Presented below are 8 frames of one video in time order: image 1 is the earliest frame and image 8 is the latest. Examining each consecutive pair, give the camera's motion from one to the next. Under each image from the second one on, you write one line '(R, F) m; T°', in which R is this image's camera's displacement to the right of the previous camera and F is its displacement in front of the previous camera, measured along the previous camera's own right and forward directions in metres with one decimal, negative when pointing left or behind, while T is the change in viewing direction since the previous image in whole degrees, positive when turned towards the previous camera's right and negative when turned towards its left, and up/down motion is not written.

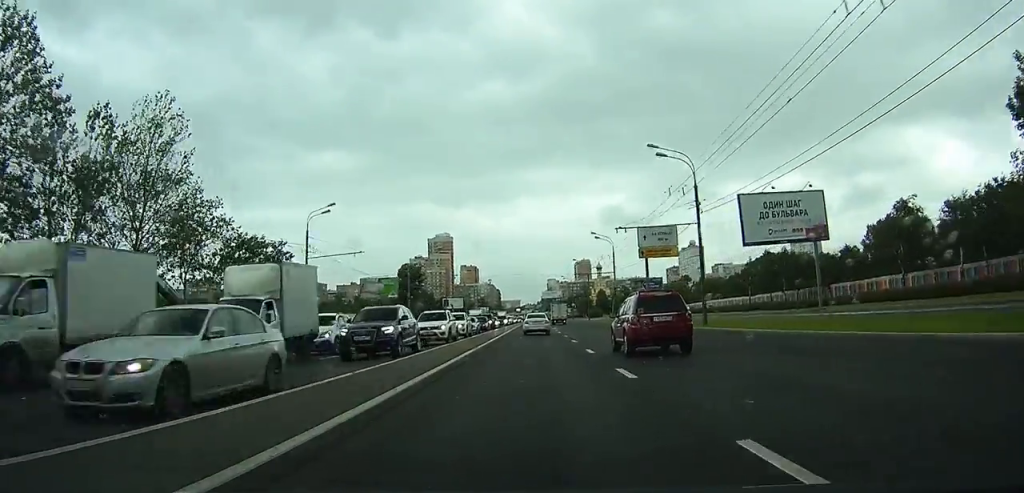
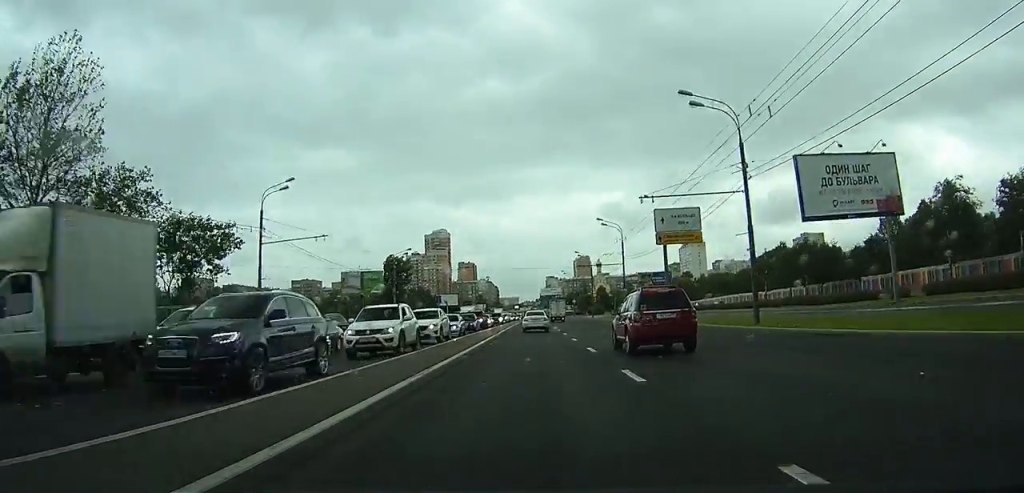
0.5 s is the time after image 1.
(0.0, +9.1) m; 0°
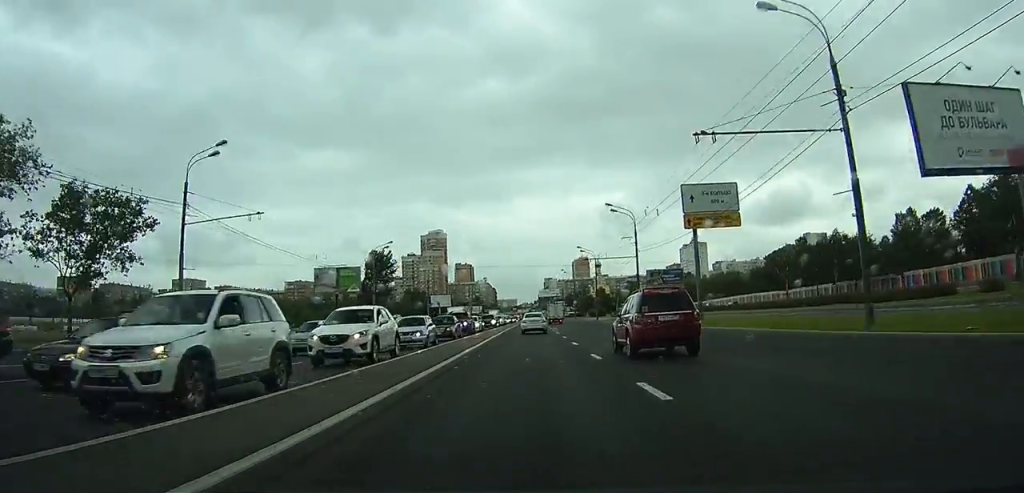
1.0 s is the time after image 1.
(+0.1, +10.4) m; 0°
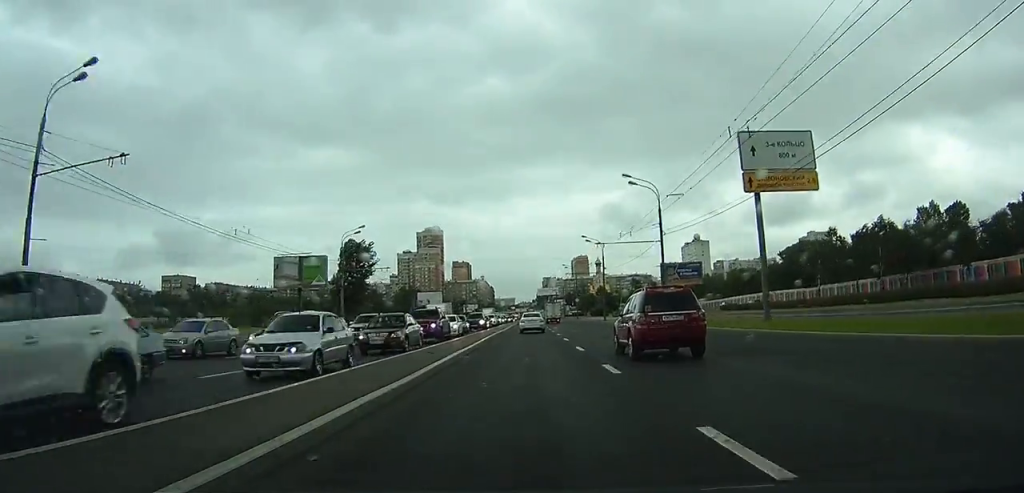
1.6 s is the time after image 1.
(0.0, +12.4) m; 0°
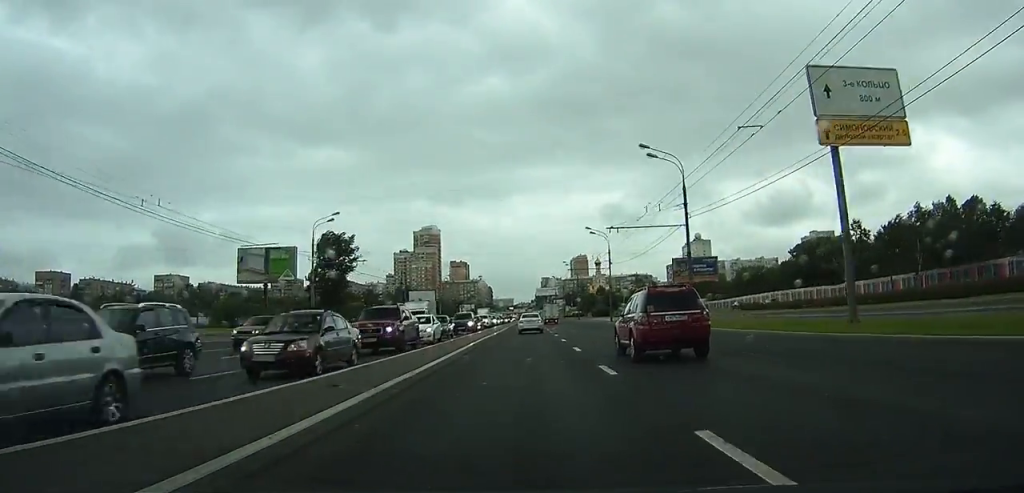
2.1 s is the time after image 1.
(0.0, +8.5) m; 0°
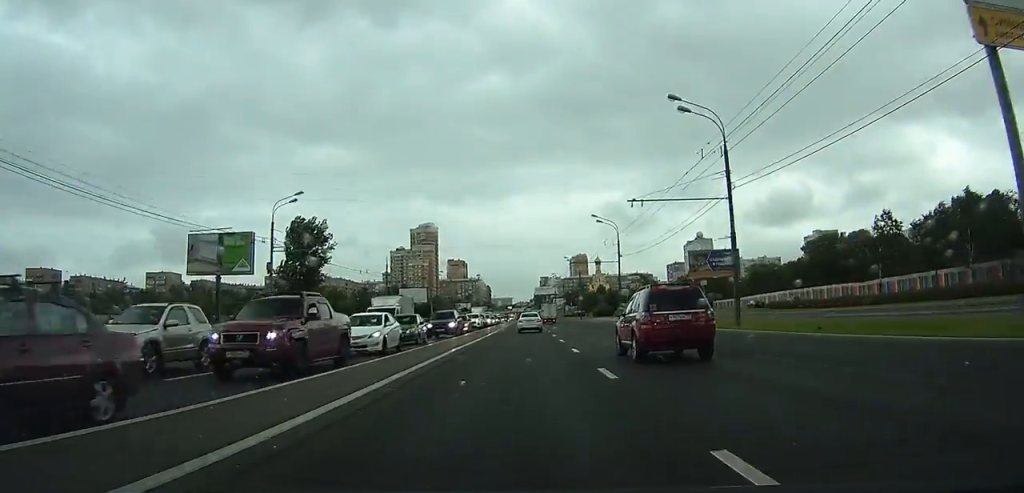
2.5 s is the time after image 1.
(0.0, +9.1) m; 0°
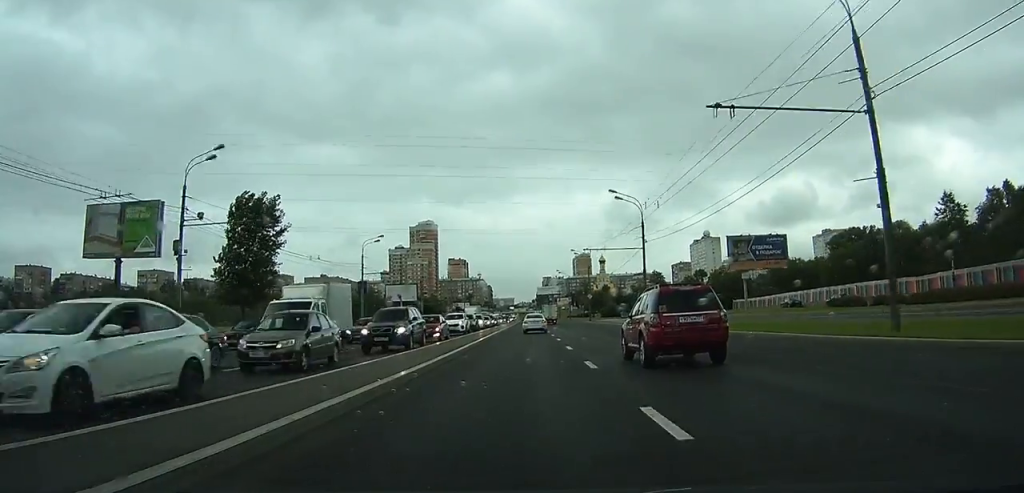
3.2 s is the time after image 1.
(0.0, +13.7) m; 0°
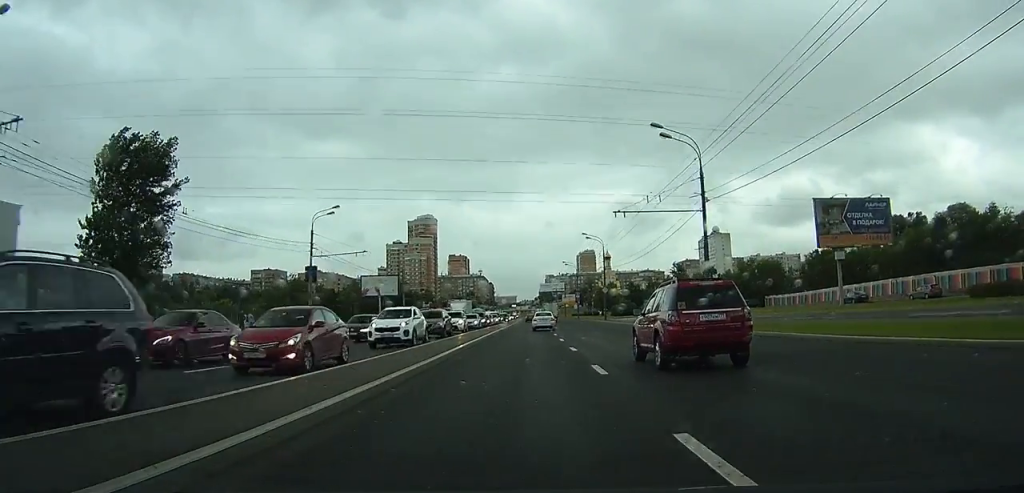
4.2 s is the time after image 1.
(-0.1, +18.2) m; 0°
